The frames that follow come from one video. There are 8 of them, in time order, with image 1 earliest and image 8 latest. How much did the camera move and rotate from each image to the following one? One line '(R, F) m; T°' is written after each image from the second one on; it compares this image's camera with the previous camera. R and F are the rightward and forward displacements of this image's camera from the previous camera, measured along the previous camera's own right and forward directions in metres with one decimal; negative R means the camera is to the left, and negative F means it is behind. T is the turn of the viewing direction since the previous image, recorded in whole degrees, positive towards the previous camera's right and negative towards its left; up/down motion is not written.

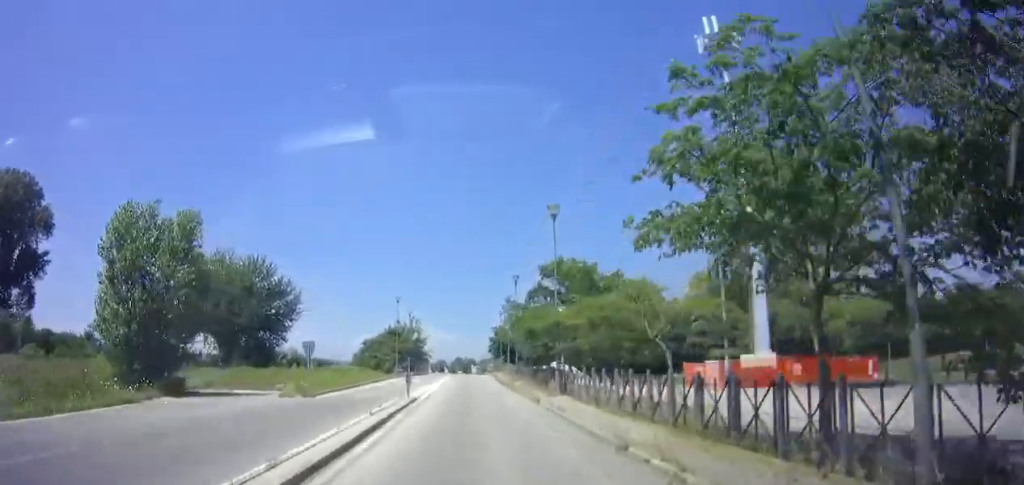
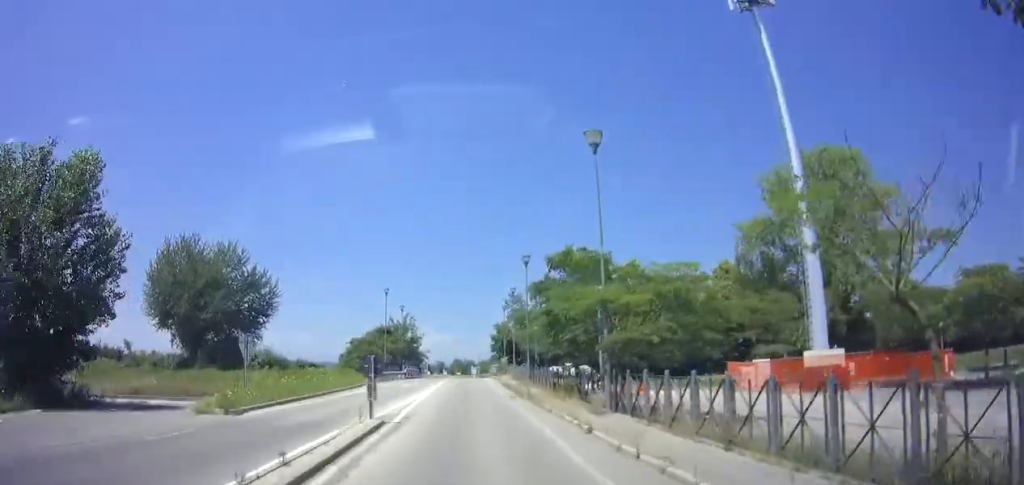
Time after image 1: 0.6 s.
(0.0, +7.9) m; 0°
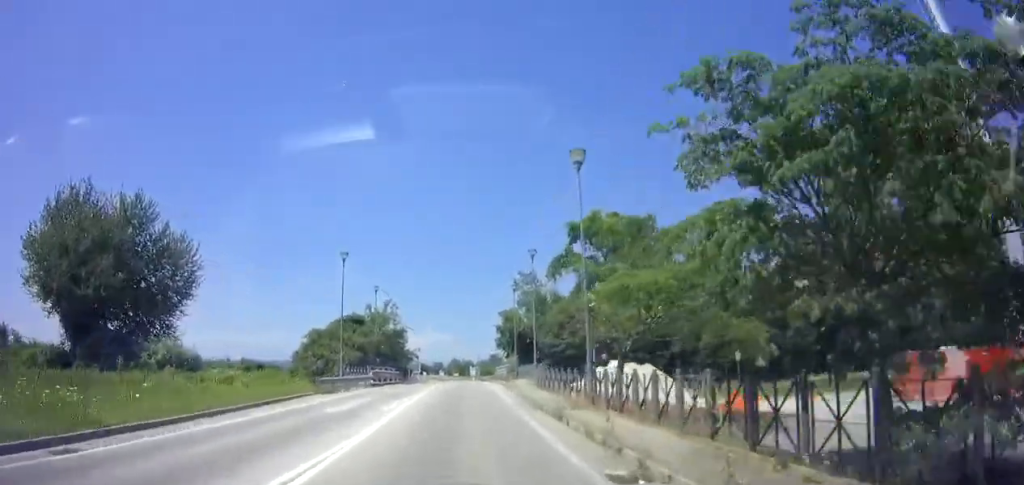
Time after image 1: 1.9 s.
(0.0, +17.0) m; 0°
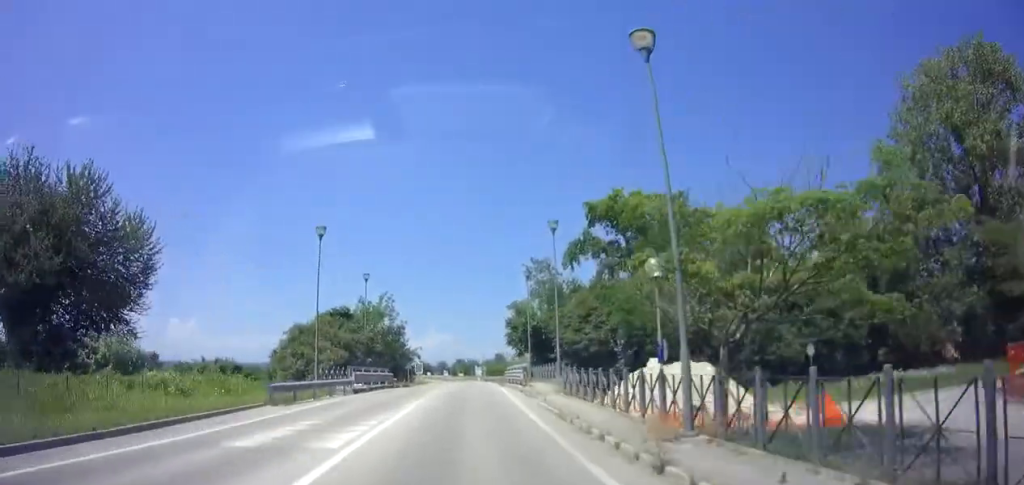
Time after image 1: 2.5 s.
(0.0, +7.0) m; 0°
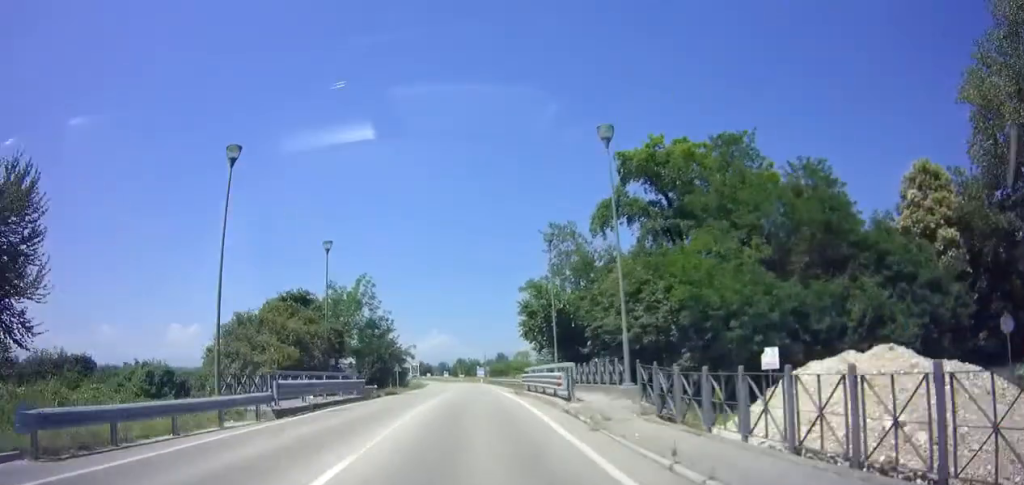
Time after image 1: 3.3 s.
(-0.1, +11.0) m; 0°
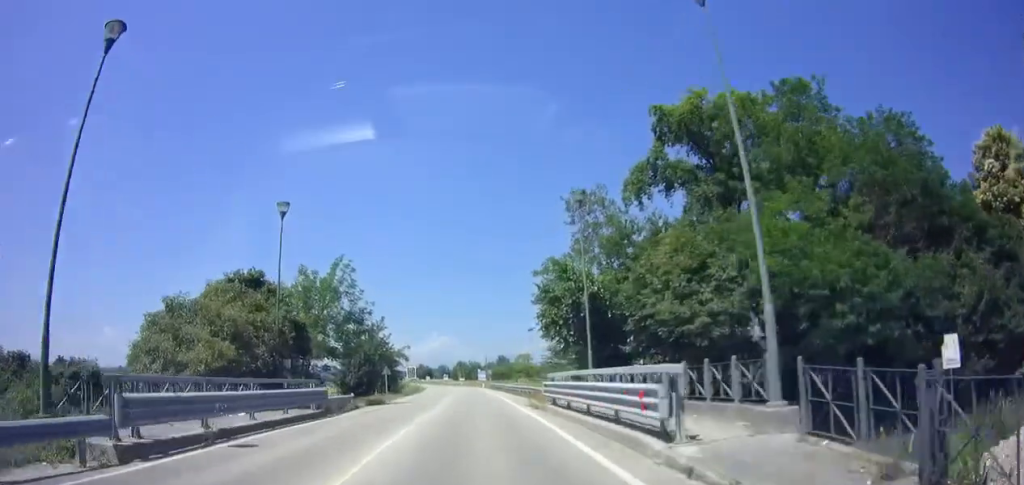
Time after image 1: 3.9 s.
(0.0, +7.5) m; 0°
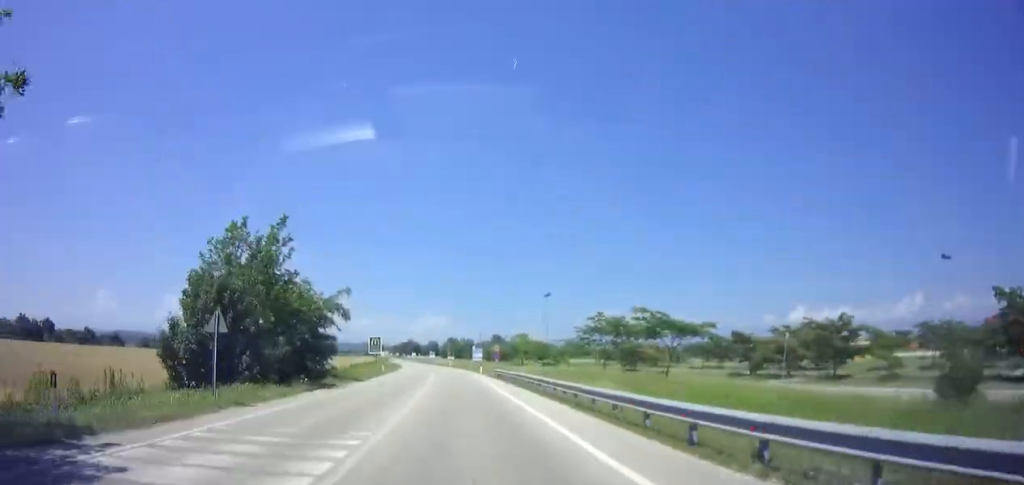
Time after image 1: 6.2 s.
(0.0, +31.3) m; -1°
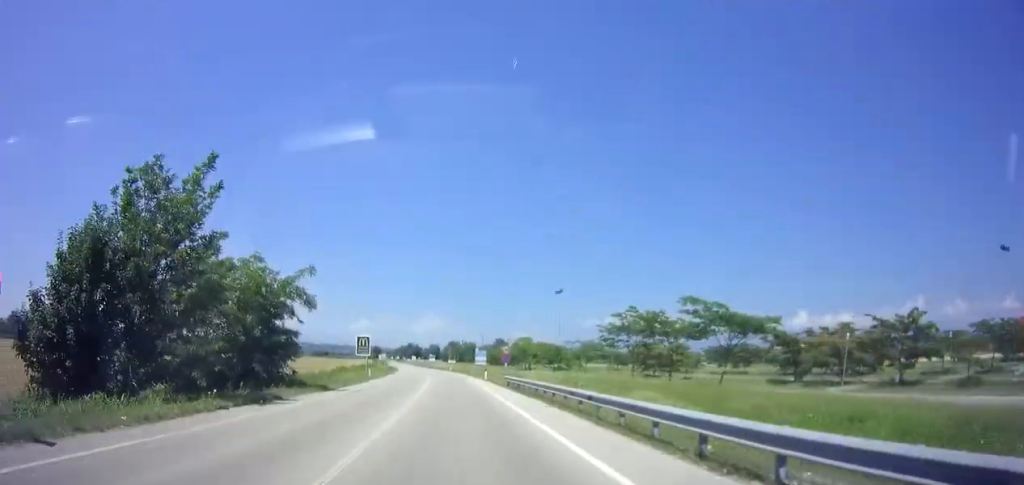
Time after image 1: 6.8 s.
(-0.1, +8.9) m; -1°
